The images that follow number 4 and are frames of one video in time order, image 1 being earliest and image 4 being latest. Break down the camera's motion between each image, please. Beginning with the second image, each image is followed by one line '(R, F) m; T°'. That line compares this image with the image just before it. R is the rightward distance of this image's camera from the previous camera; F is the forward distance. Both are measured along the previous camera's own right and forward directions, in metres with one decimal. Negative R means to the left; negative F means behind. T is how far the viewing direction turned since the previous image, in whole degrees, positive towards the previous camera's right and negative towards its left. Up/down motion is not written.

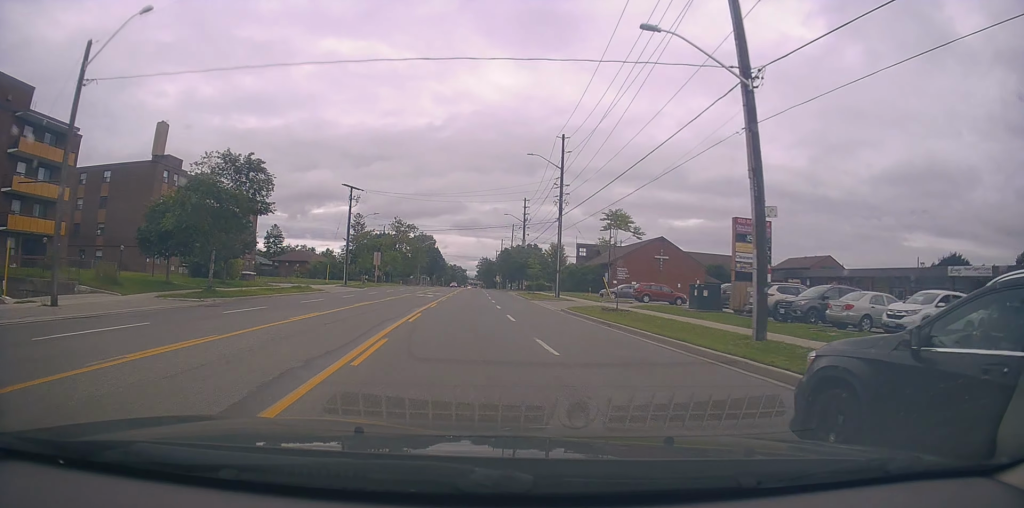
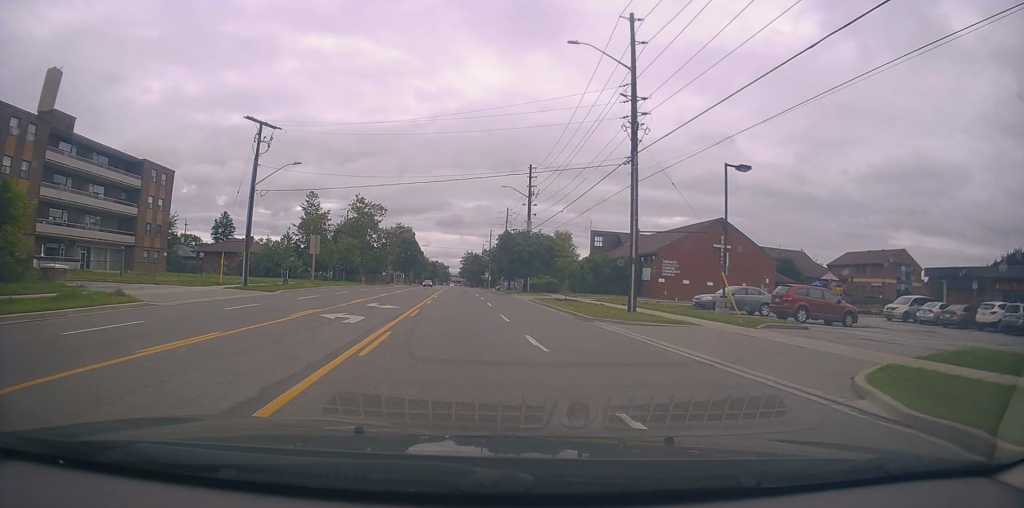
(+1.1, +24.4) m; +4°
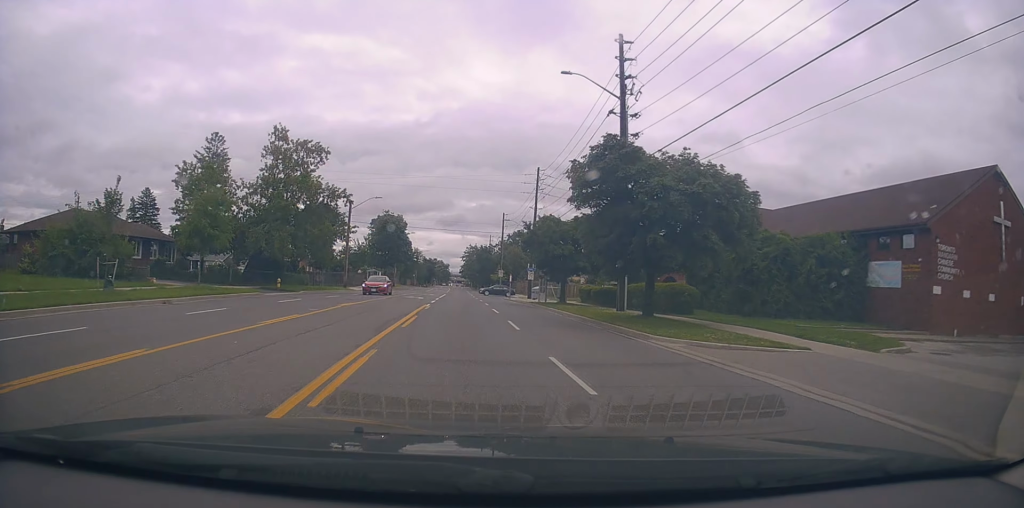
(-0.3, +36.9) m; 0°
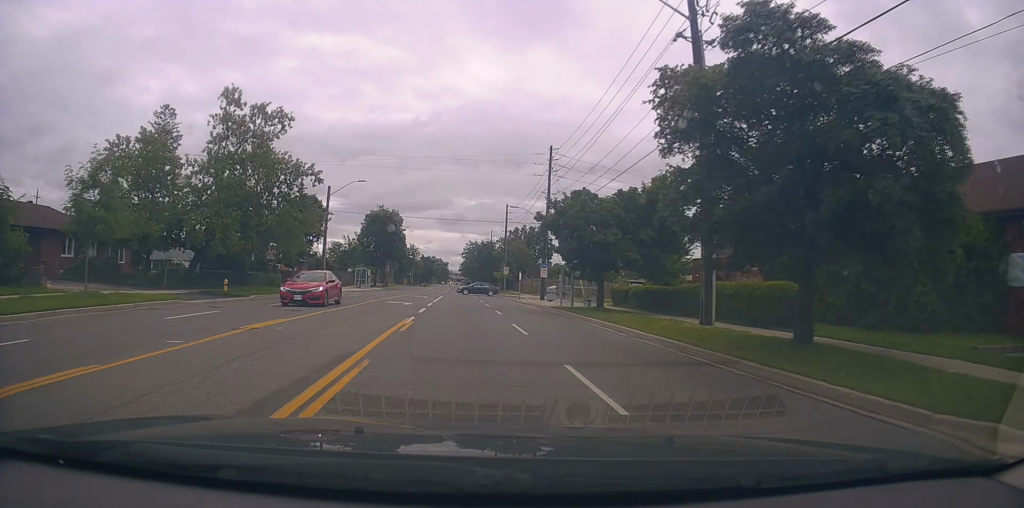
(+0.1, +9.7) m; -1°
